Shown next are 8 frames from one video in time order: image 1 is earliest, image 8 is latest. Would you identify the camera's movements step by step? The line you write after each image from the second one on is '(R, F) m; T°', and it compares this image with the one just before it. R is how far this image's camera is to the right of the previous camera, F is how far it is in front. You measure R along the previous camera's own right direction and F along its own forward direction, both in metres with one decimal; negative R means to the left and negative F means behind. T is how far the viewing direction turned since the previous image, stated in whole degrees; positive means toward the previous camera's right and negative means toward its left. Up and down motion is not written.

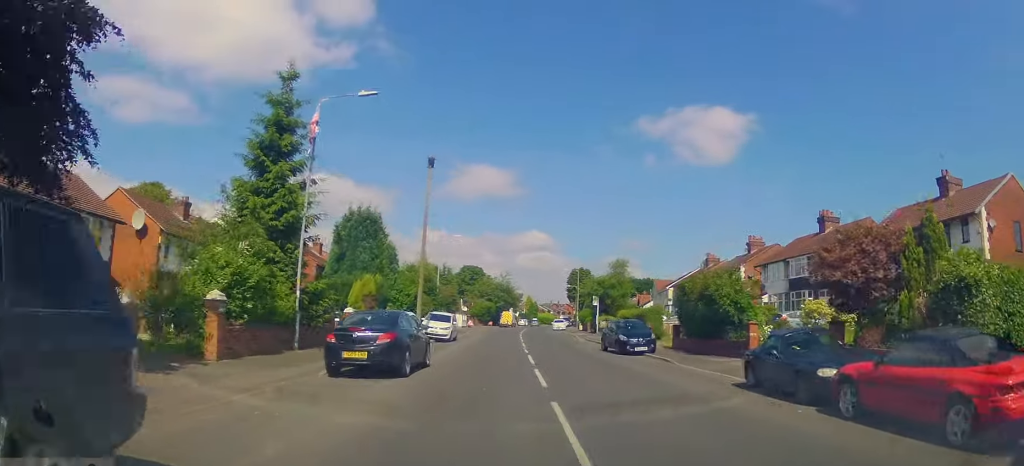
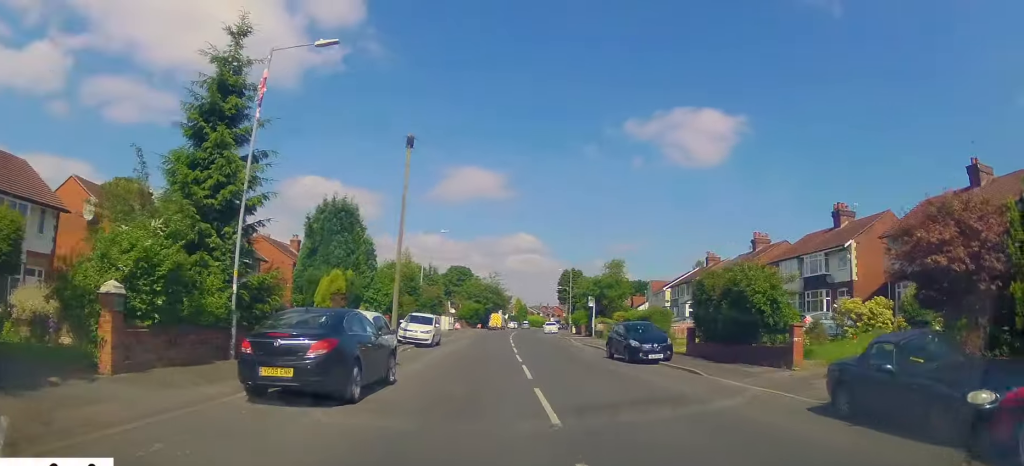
(+0.1, +3.8) m; +1°
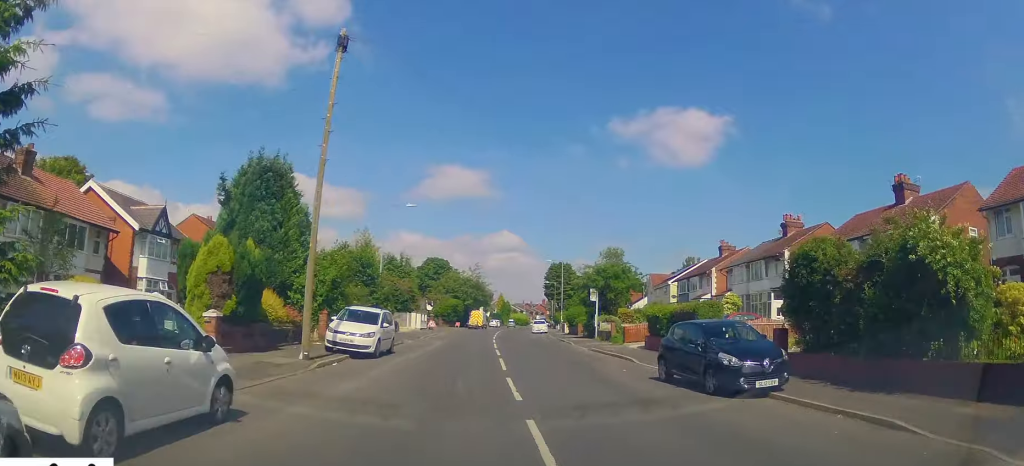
(0.0, +9.9) m; -1°
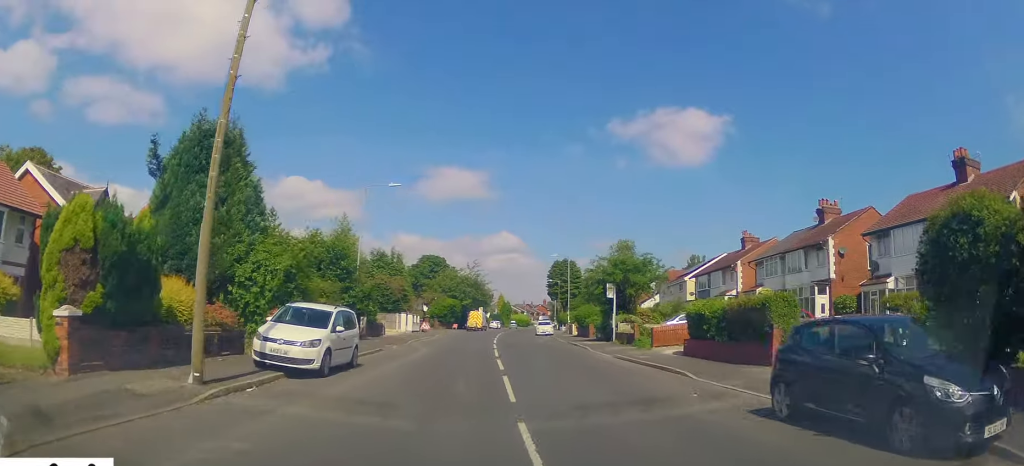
(-0.2, +6.0) m; 0°
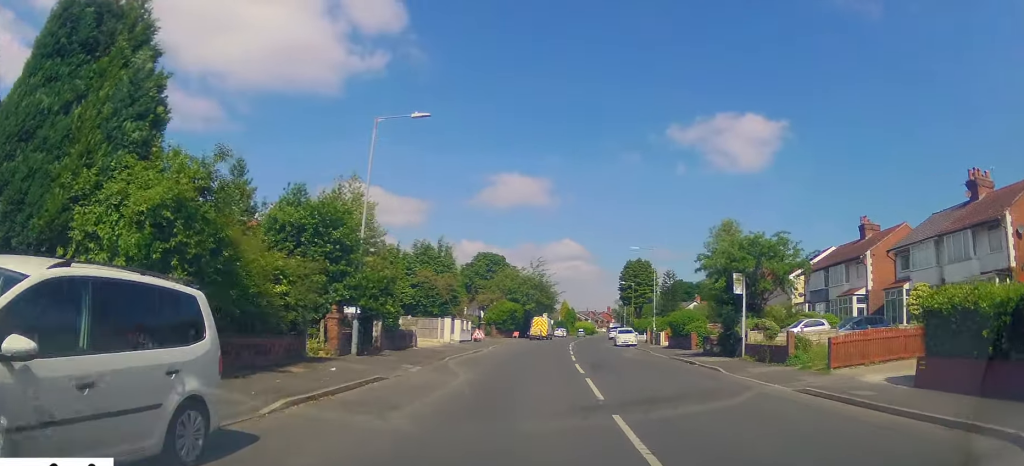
(+0.1, +11.2) m; -4°
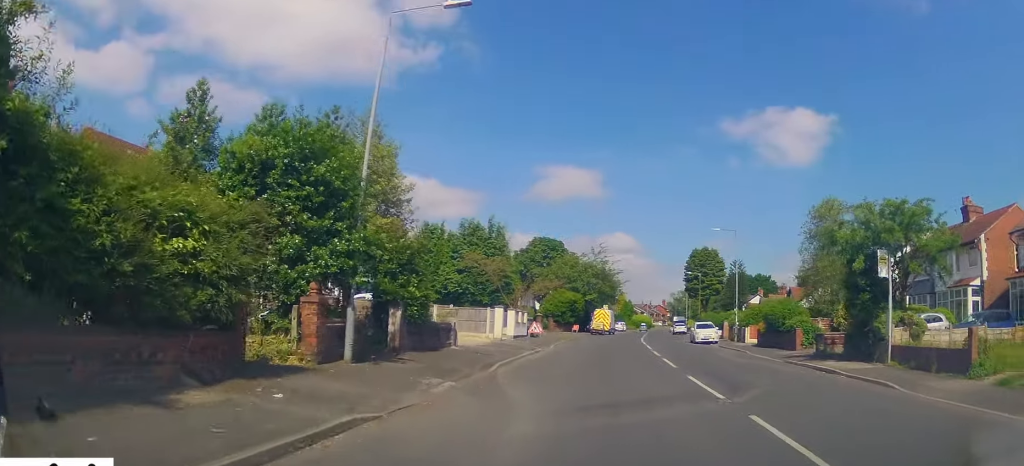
(-0.5, +7.0) m; -9°
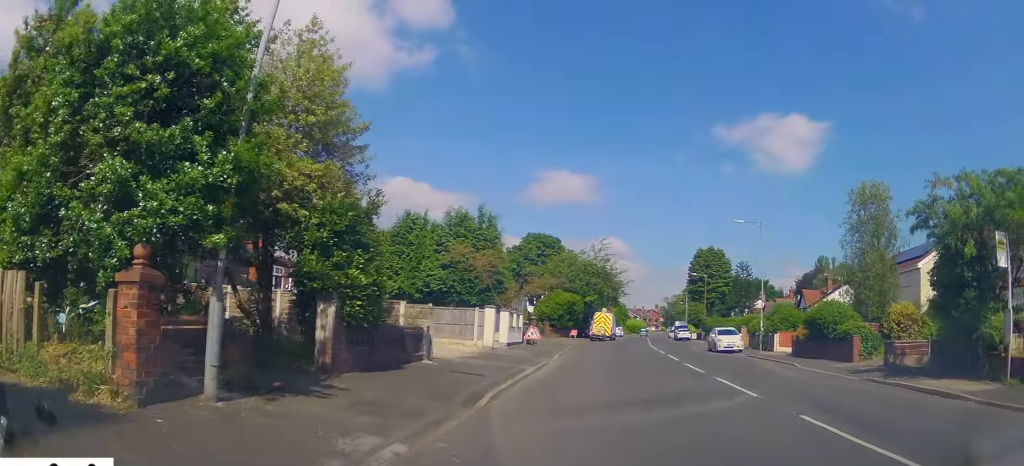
(-0.1, +5.7) m; +8°
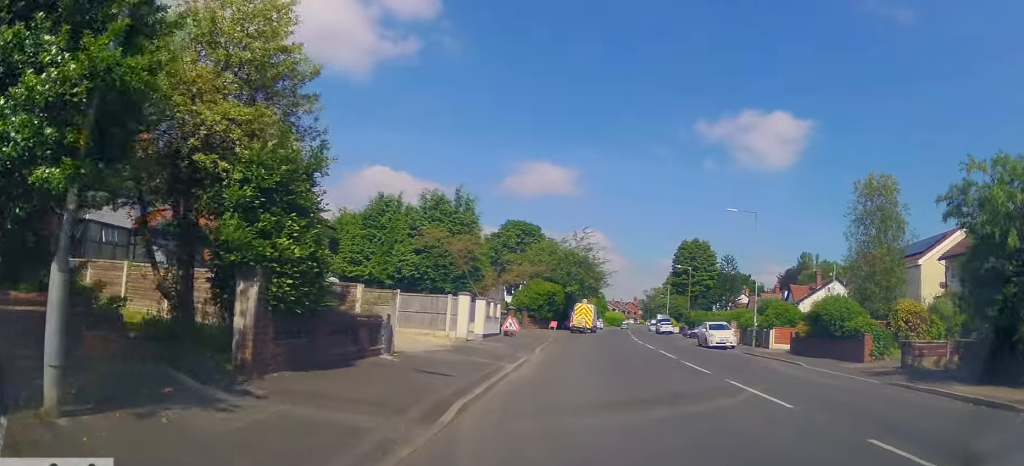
(+0.2, +2.4) m; +7°
